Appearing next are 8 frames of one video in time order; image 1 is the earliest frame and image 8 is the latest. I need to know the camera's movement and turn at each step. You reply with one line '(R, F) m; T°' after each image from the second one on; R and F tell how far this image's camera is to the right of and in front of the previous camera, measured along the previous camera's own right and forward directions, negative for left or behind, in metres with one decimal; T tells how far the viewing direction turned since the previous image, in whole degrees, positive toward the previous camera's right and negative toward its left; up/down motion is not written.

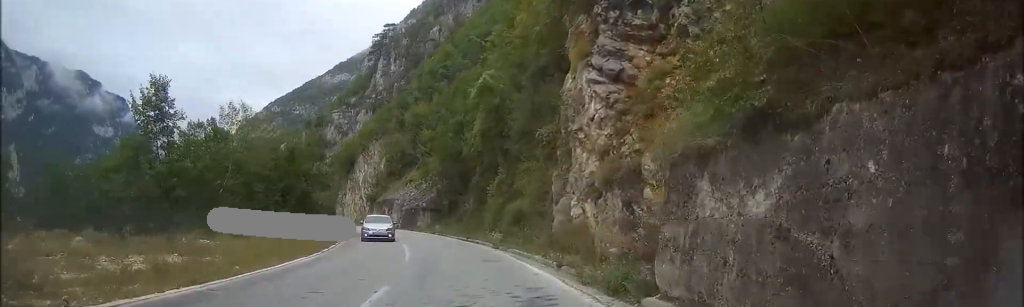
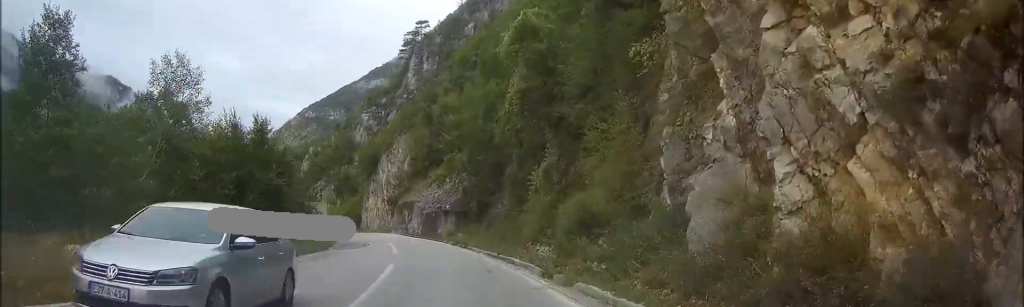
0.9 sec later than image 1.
(-0.4, +12.9) m; -4°
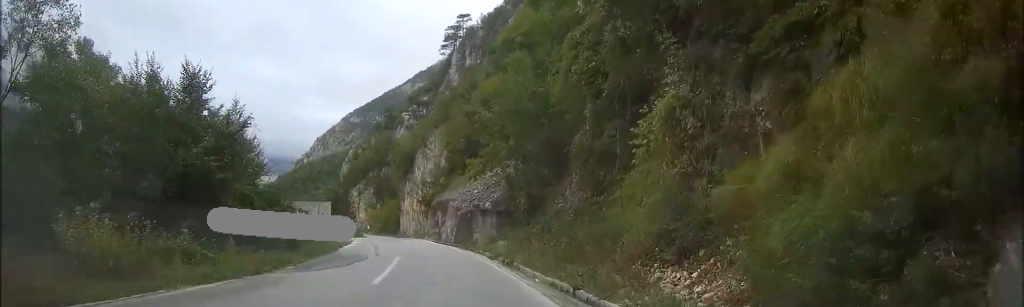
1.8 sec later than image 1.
(-0.5, +12.8) m; -4°
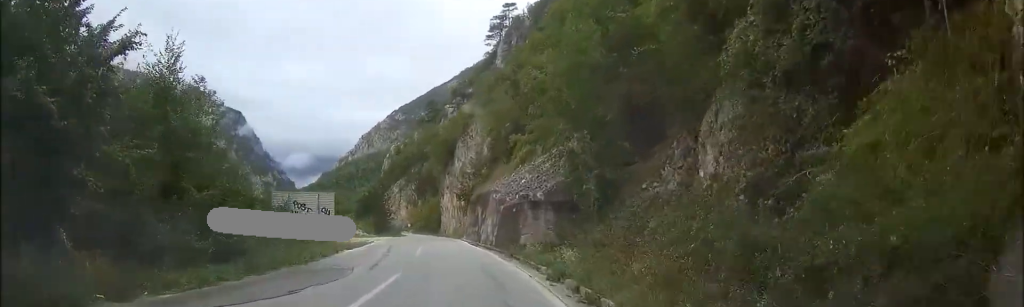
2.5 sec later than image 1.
(-0.3, +10.3) m; -3°
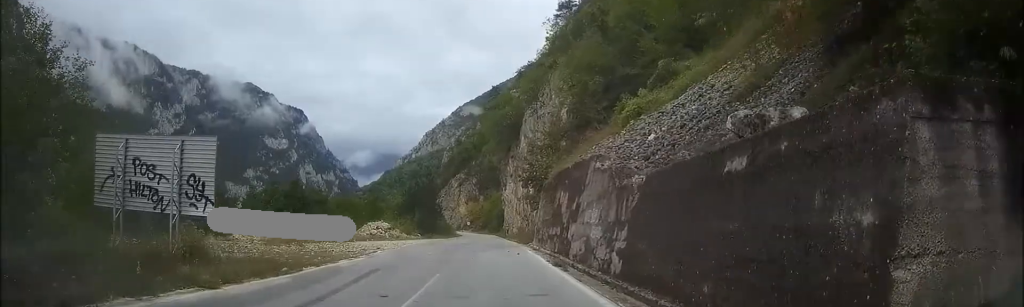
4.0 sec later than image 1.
(-0.7, +21.0) m; -4°
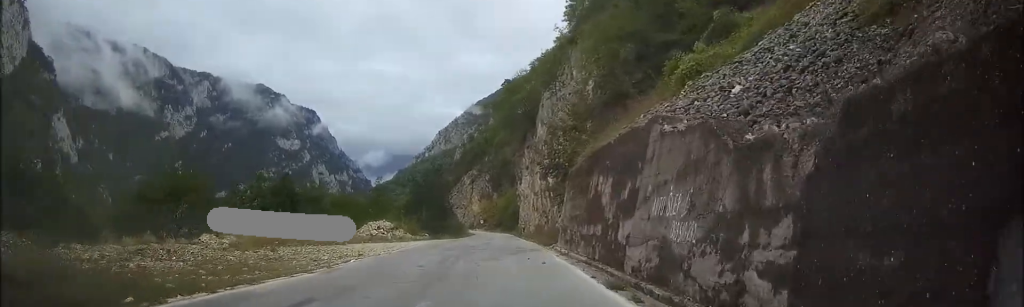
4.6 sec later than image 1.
(-0.1, +7.5) m; -2°
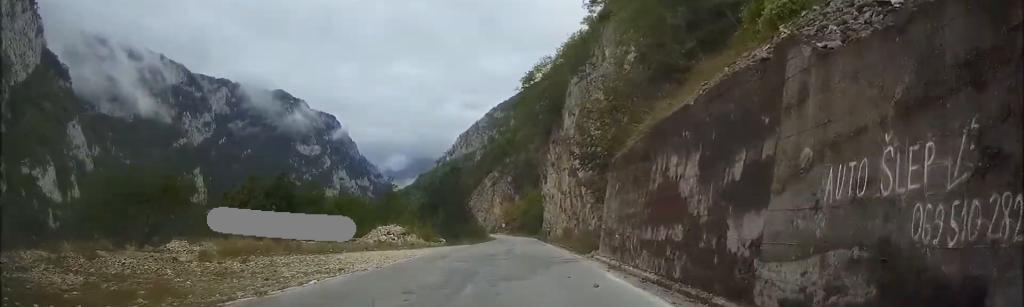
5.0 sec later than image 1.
(-0.1, +6.5) m; -2°
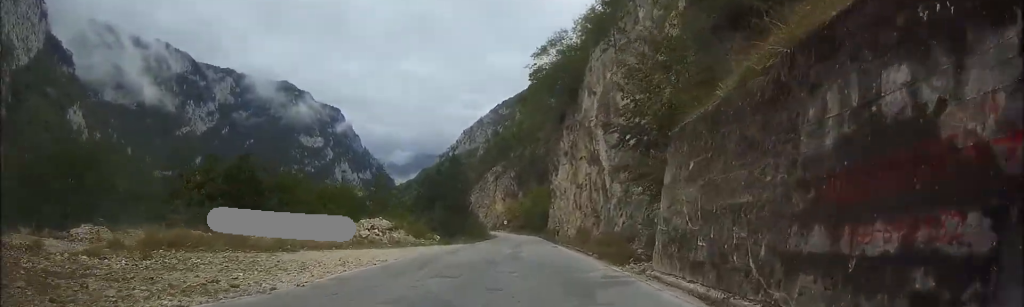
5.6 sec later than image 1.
(-0.2, +8.4) m; -1°
